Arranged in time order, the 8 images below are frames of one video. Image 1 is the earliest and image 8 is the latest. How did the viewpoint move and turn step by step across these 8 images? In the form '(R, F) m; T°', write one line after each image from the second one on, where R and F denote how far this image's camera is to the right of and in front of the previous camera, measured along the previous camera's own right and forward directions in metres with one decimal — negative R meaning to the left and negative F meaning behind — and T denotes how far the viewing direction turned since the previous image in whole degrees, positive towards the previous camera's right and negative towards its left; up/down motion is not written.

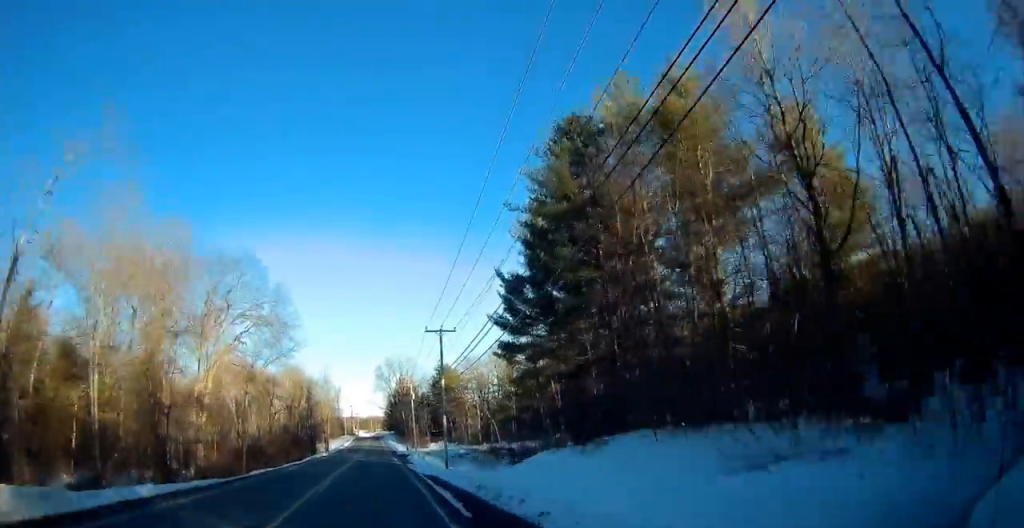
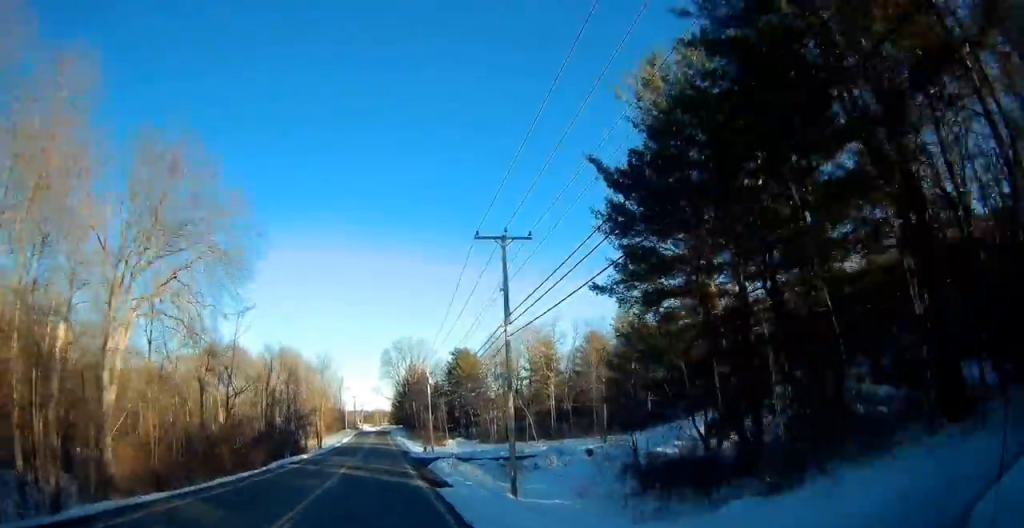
(+0.1, +21.4) m; 0°
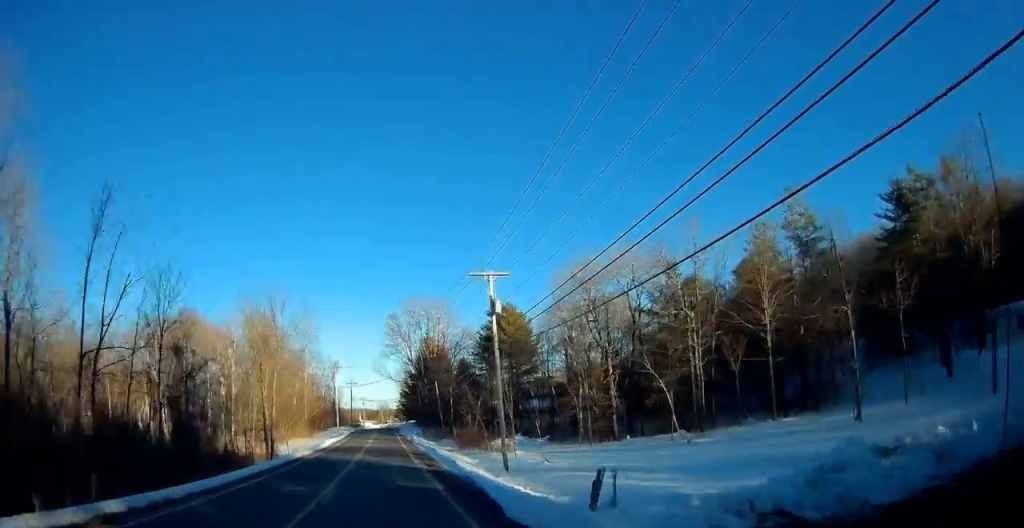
(-0.4, +41.8) m; 0°
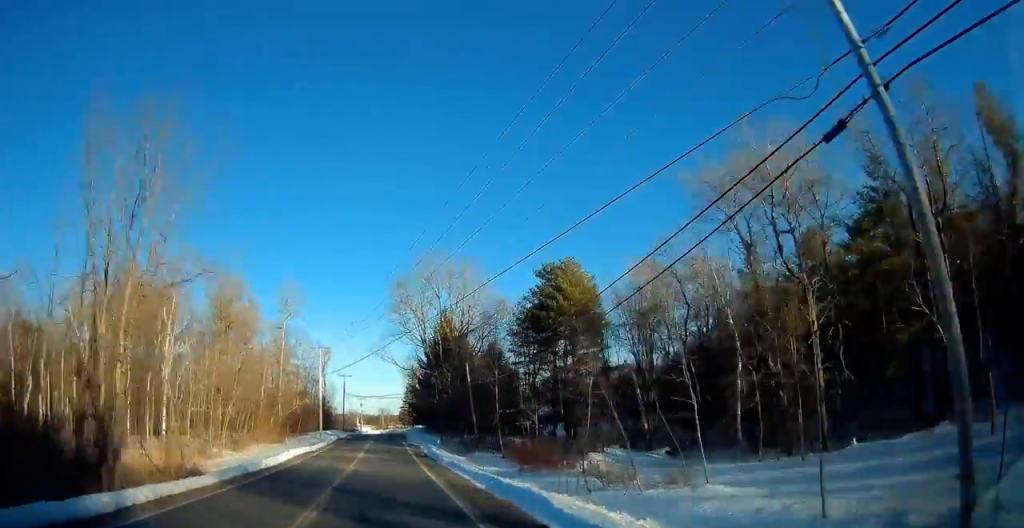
(0.0, +28.0) m; 0°
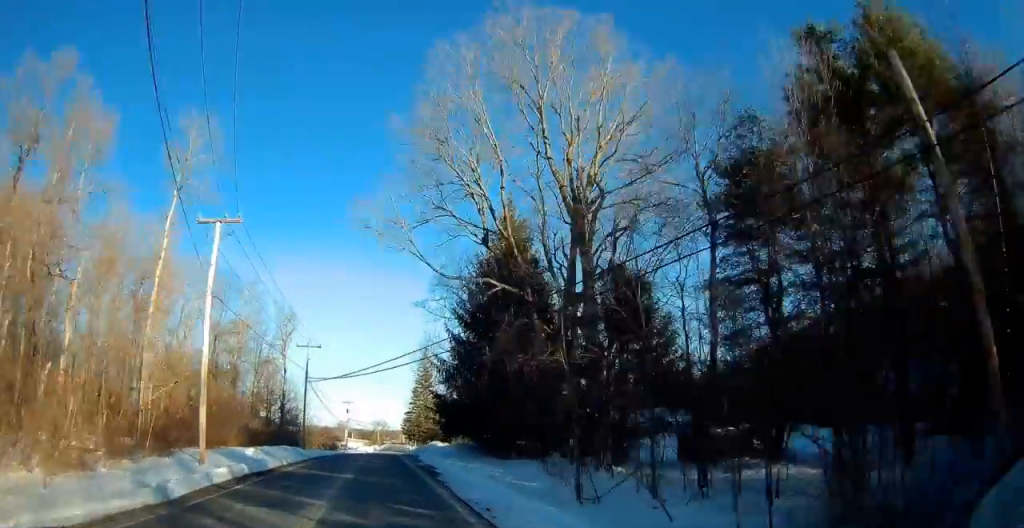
(-0.3, +47.5) m; 0°
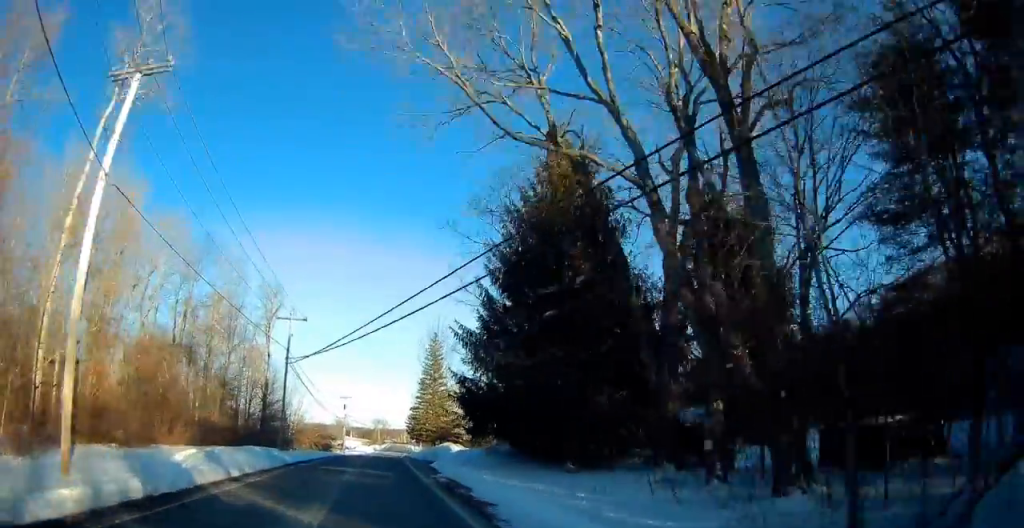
(0.0, +12.3) m; 0°
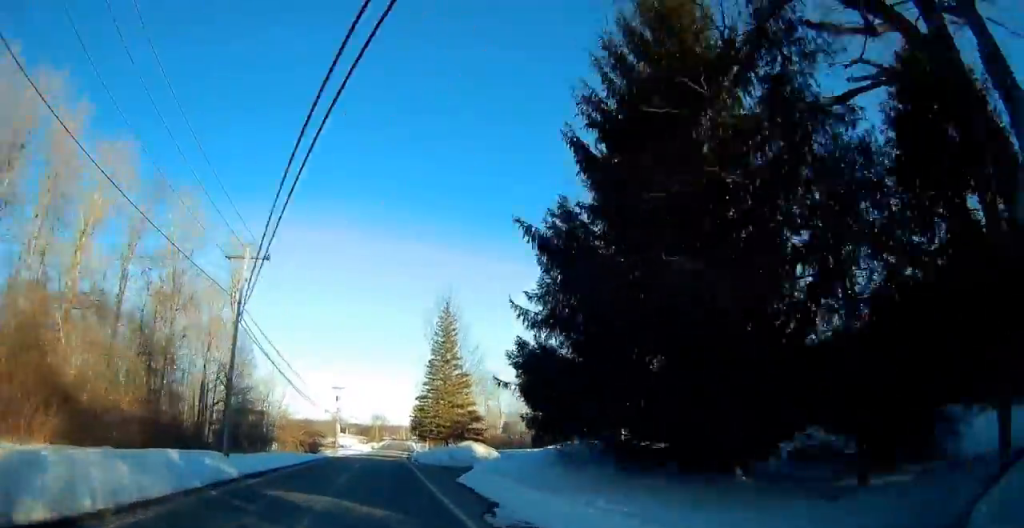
(+0.2, +14.9) m; +1°
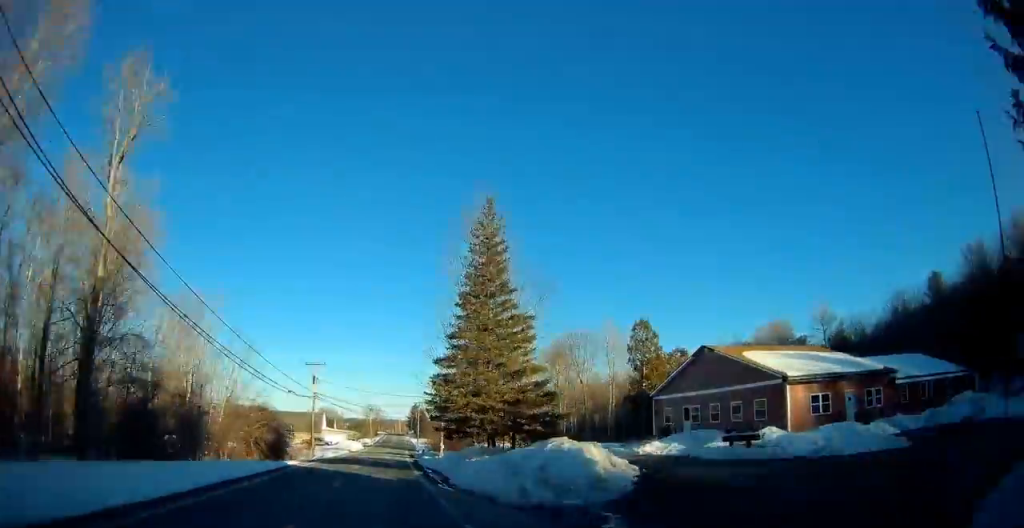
(+0.1, +24.6) m; 0°
